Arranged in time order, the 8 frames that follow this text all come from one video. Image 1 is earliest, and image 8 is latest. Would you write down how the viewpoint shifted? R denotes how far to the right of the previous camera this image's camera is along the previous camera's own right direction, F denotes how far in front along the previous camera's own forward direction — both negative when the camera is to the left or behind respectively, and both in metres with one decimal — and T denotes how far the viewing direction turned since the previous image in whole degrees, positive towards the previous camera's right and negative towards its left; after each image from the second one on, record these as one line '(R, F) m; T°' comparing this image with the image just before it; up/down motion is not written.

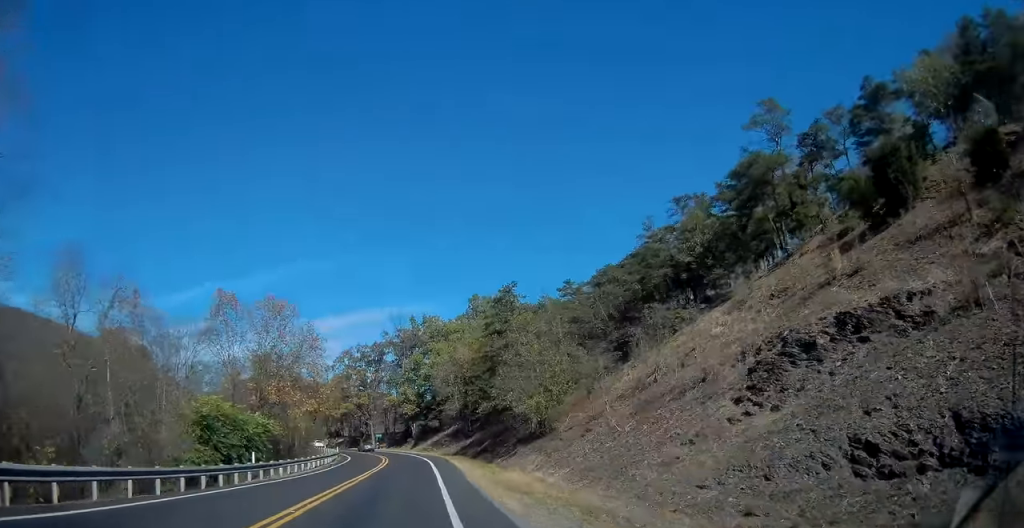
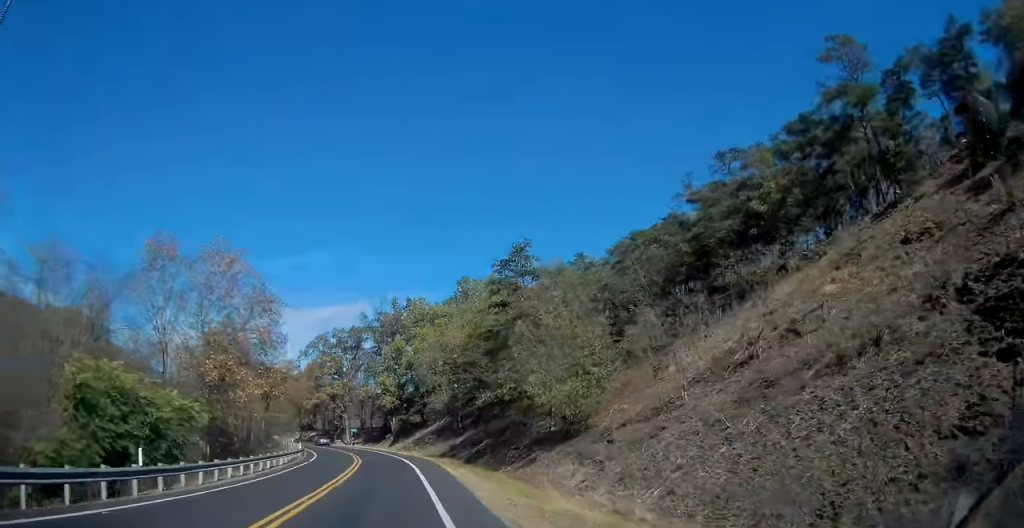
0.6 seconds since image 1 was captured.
(+0.7, +10.4) m; +3°
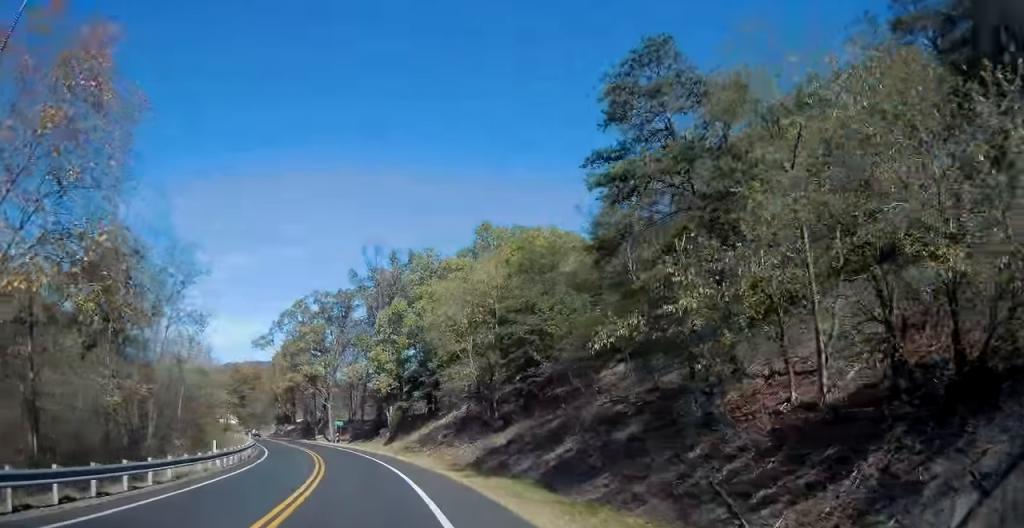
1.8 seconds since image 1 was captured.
(+0.4, +21.9) m; +2°
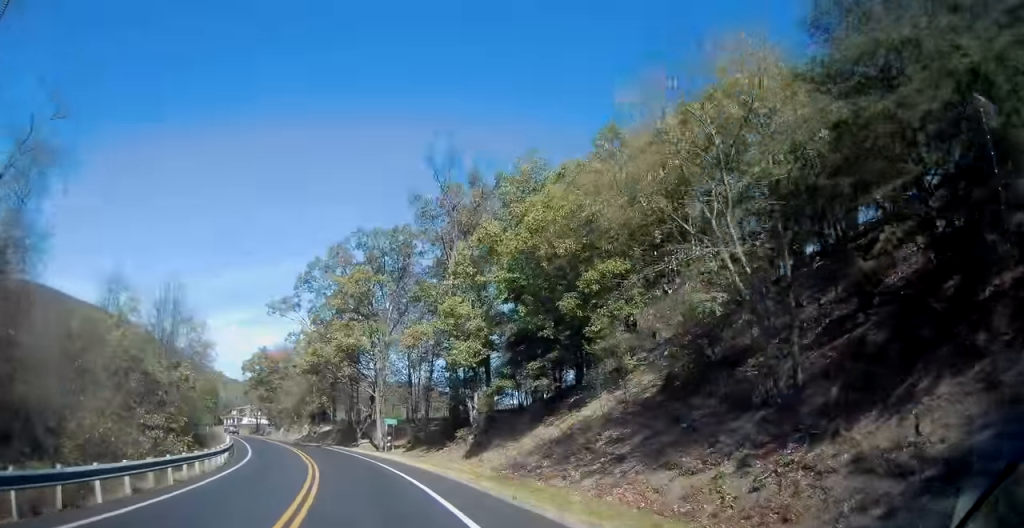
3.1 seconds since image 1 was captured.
(+0.4, +24.7) m; +1°
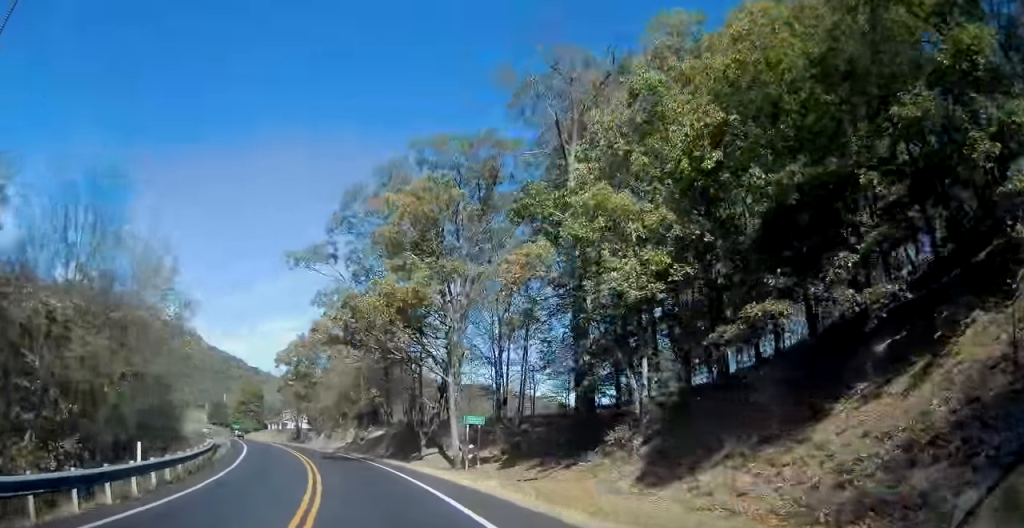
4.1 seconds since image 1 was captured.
(0.0, +18.0) m; -2°
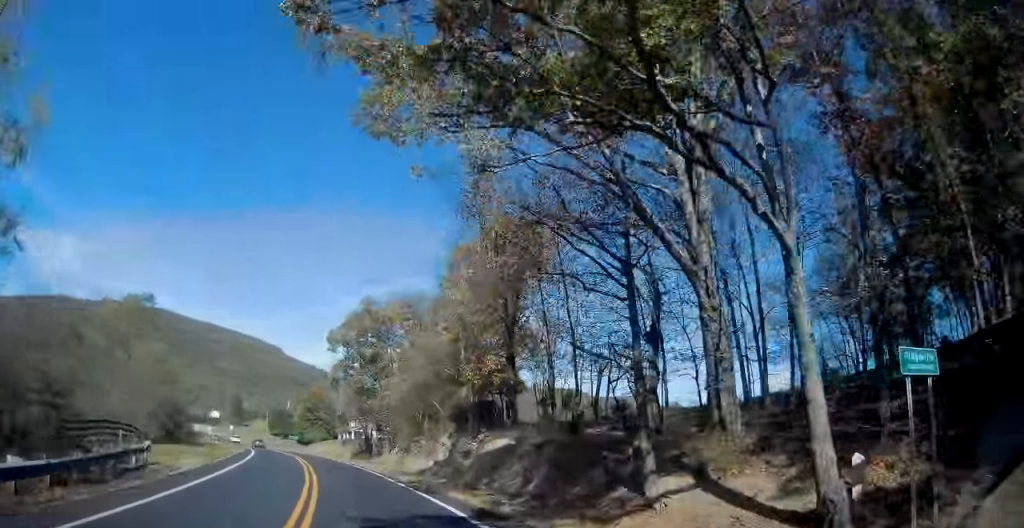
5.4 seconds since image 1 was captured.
(-1.4, +23.0) m; -9°
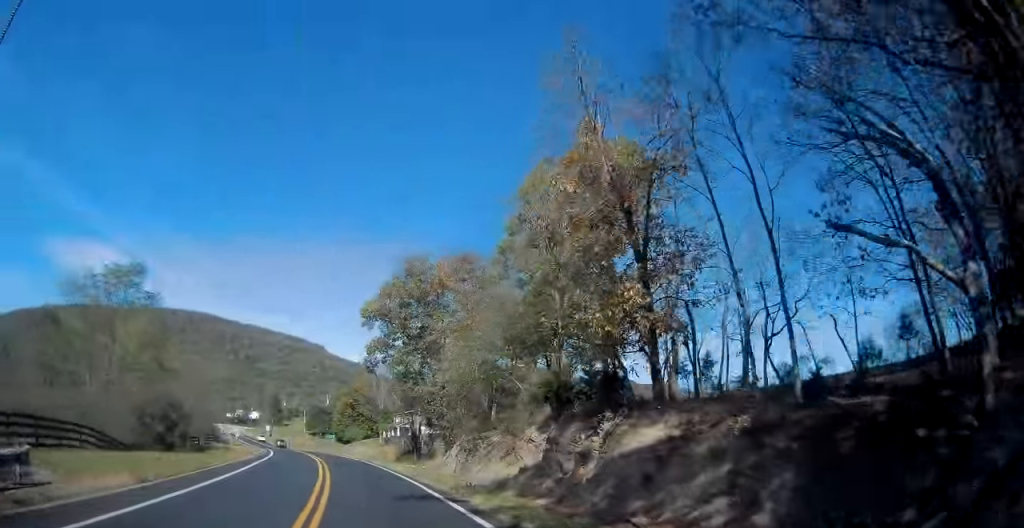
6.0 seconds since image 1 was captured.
(-0.4, +10.6) m; -5°
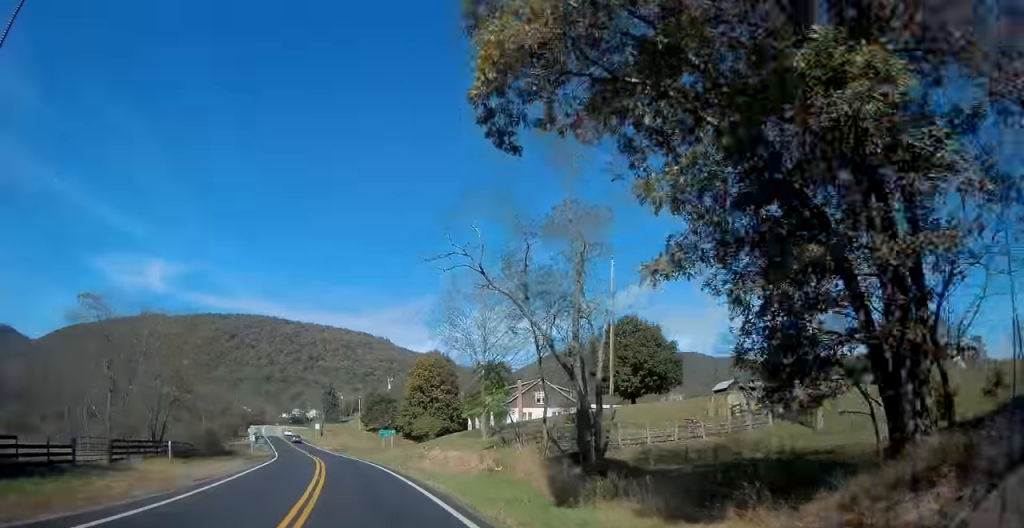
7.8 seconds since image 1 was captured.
(-3.5, +31.6) m; -11°
